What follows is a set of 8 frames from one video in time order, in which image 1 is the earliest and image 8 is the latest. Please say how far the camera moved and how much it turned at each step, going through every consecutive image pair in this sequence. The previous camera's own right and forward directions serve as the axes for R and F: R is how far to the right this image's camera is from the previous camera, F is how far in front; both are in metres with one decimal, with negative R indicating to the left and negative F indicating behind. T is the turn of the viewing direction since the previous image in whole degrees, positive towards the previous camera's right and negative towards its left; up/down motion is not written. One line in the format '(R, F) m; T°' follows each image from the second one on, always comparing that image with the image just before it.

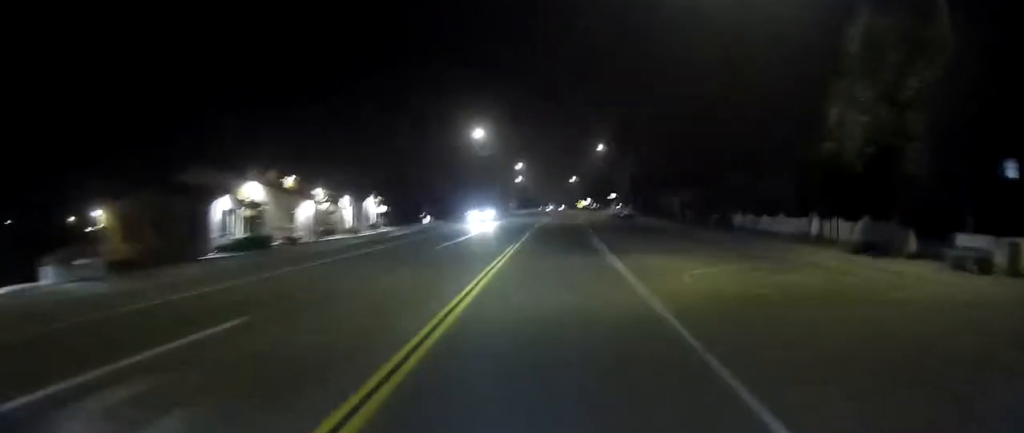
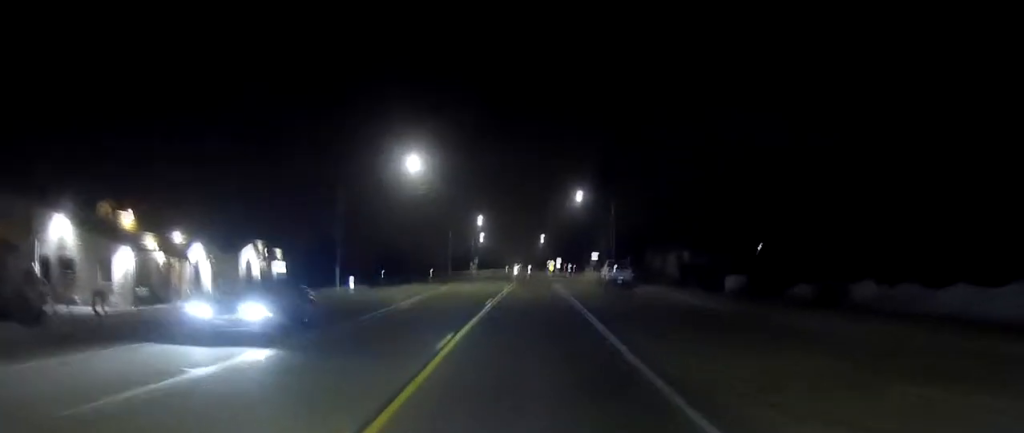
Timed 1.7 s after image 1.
(-0.2, +21.4) m; 0°
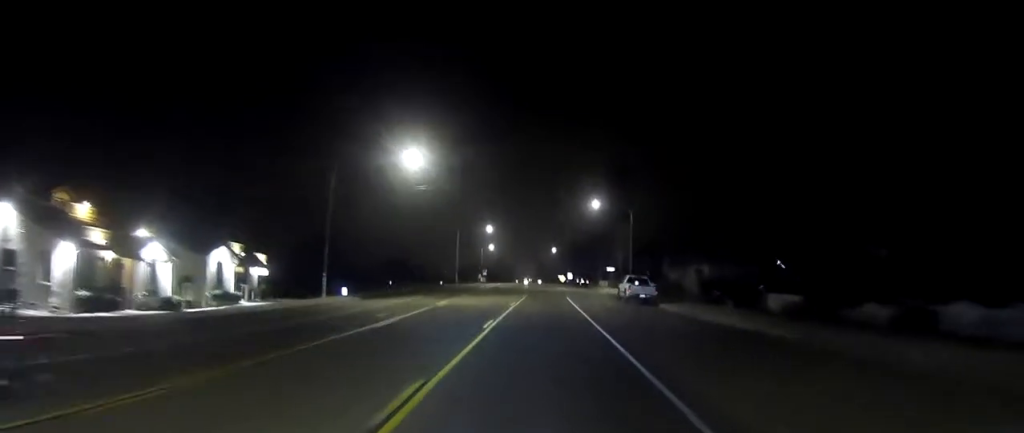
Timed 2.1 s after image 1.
(+0.1, +5.6) m; +1°
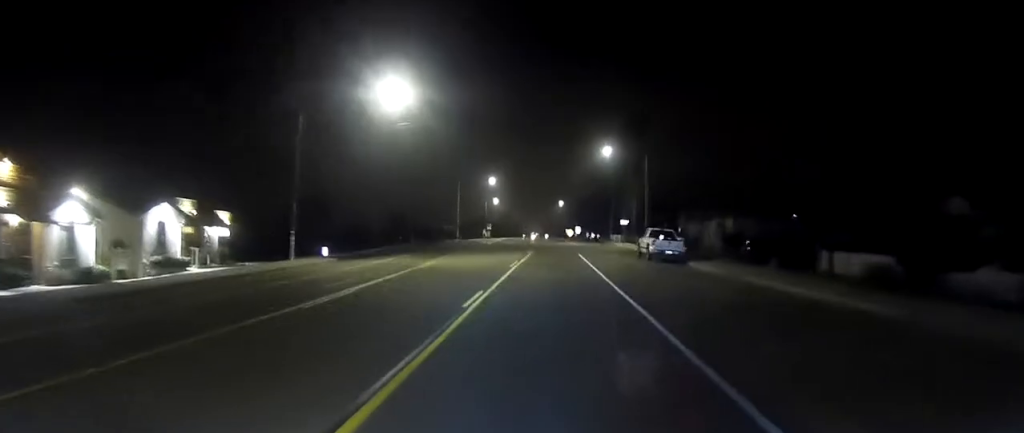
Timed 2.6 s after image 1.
(+0.1, +6.9) m; +1°
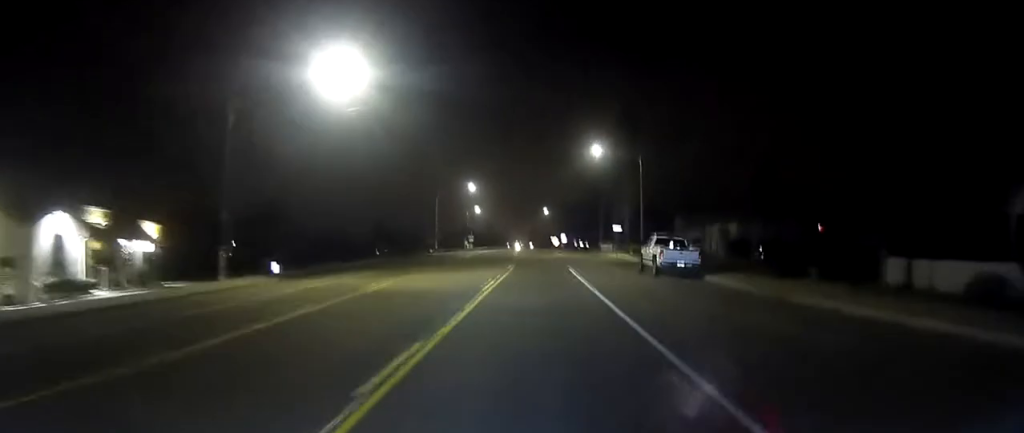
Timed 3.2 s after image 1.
(0.0, +7.2) m; 0°
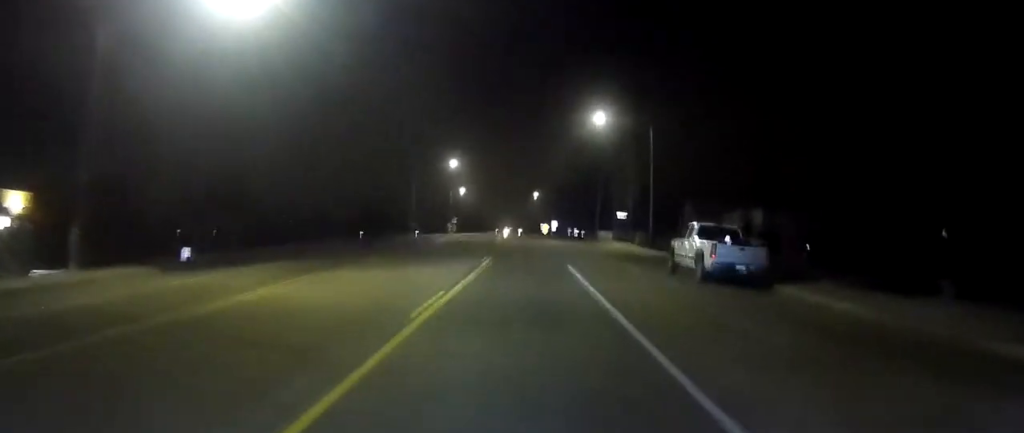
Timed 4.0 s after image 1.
(0.0, +10.9) m; 0°
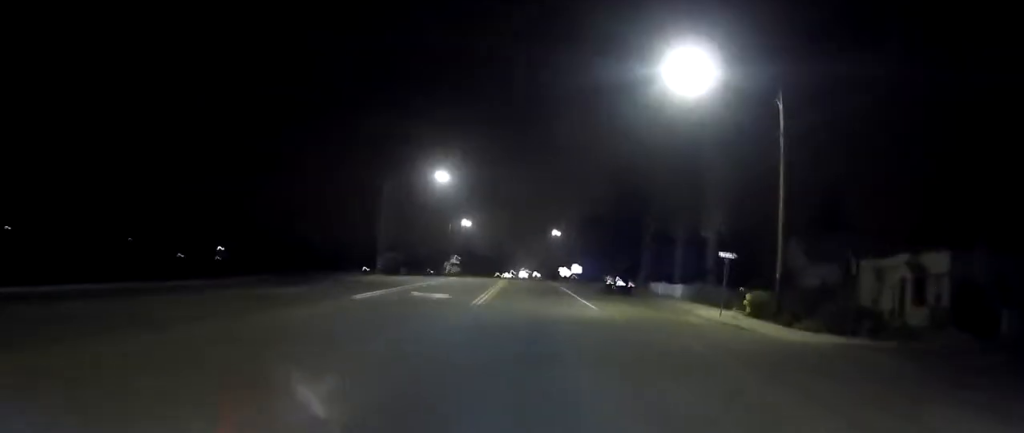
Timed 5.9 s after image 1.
(-0.1, +25.7) m; -1°
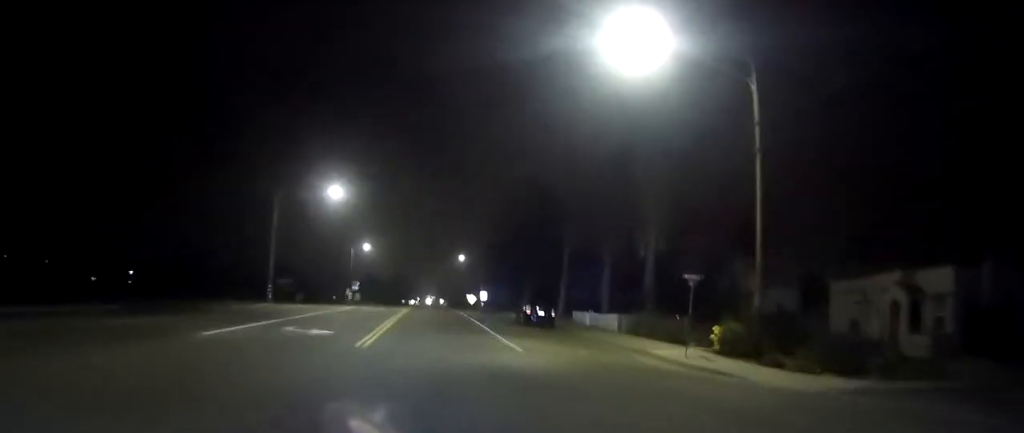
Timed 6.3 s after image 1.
(-0.1, +6.4) m; 0°
